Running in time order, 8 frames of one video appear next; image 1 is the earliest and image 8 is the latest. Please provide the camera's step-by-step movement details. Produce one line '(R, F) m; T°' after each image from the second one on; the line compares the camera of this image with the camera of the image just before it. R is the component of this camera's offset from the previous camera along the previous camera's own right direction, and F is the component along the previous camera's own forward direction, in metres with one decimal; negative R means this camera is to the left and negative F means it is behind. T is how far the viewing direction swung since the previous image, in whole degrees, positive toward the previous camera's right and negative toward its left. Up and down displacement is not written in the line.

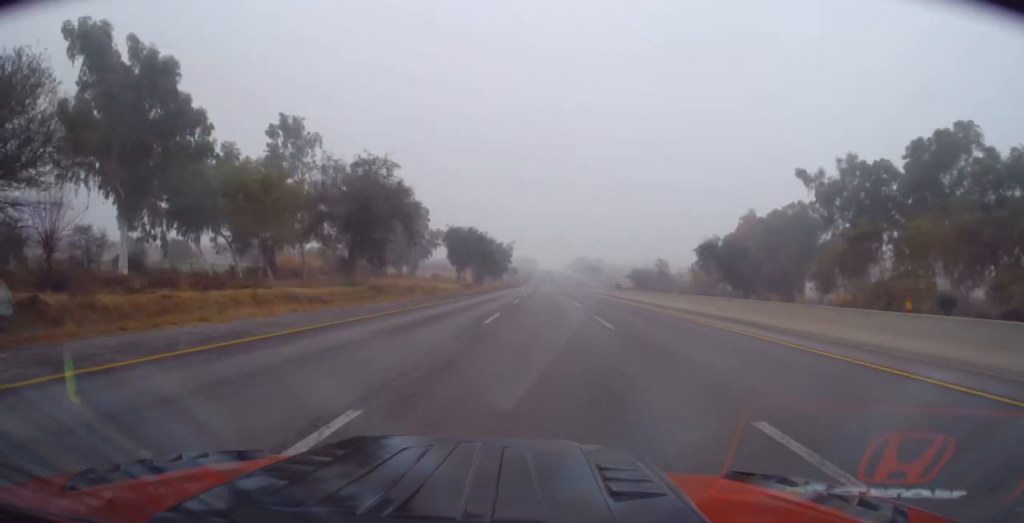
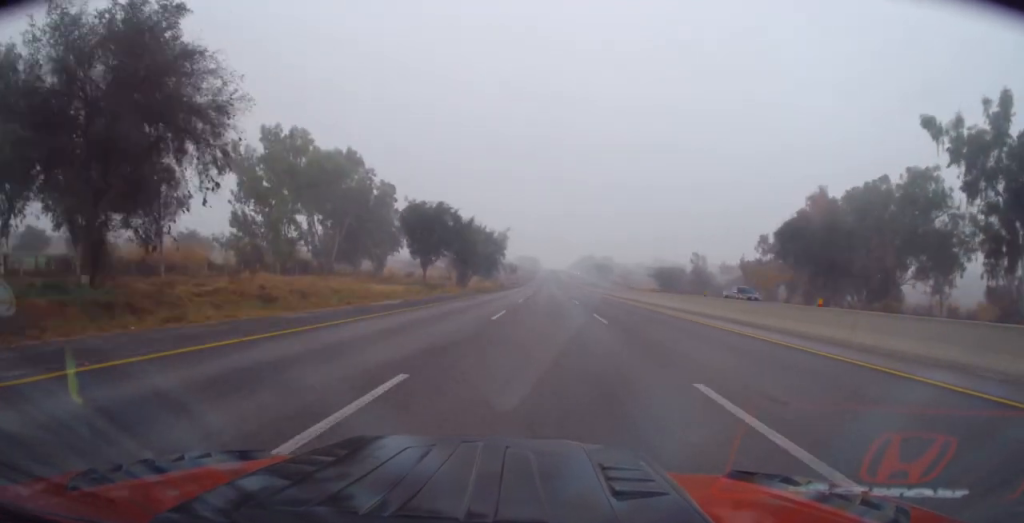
(-0.3, +33.9) m; -1°
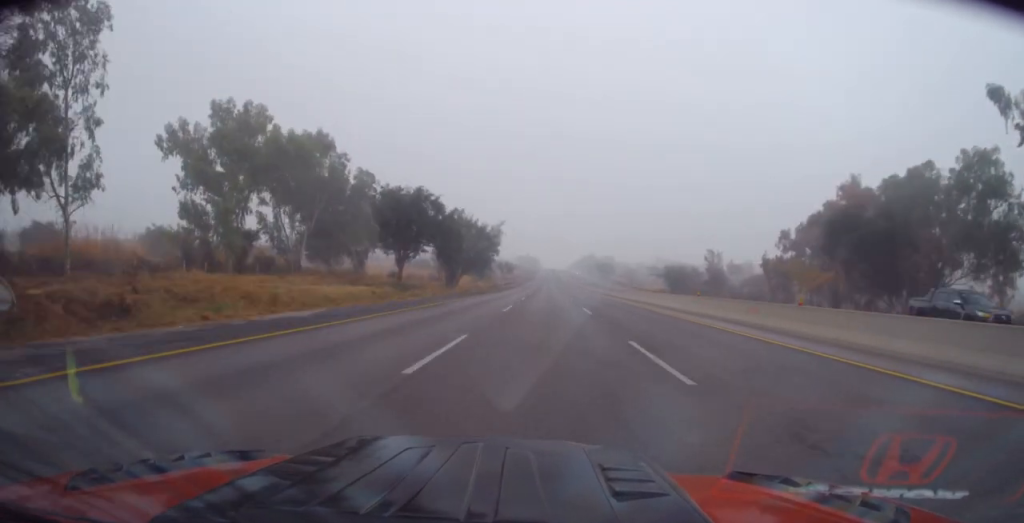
(-0.2, +11.9) m; 0°
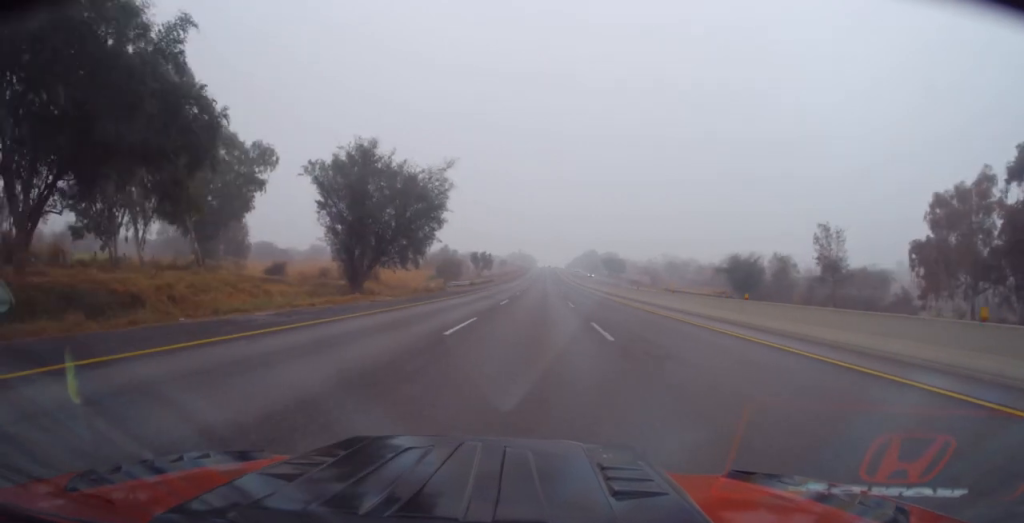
(+1.2, +48.4) m; +1°
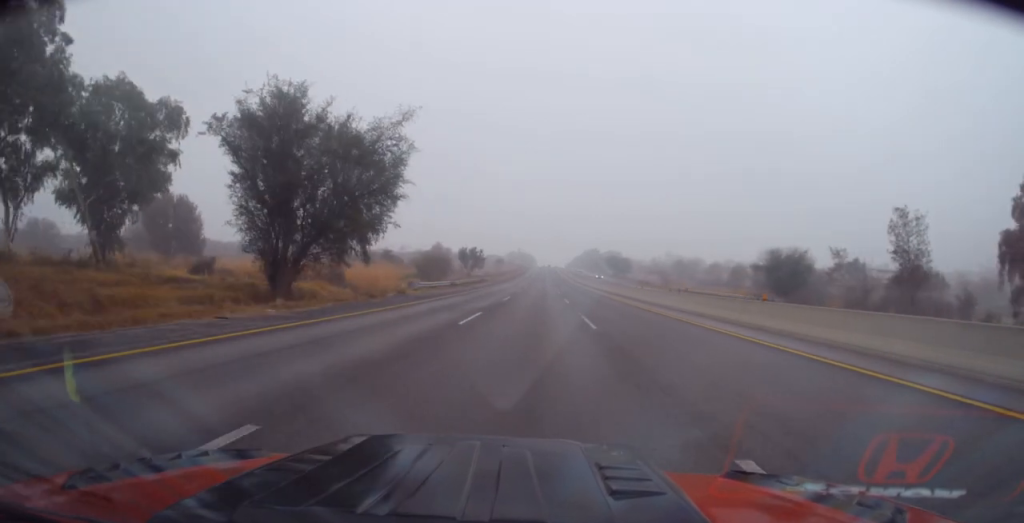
(-0.3, +15.0) m; -1°
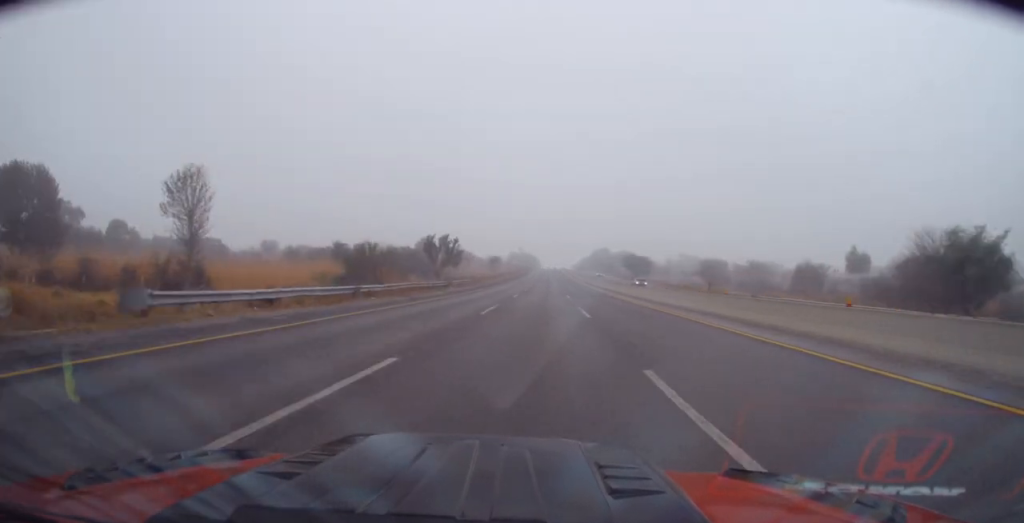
(-0.5, +31.7) m; 0°
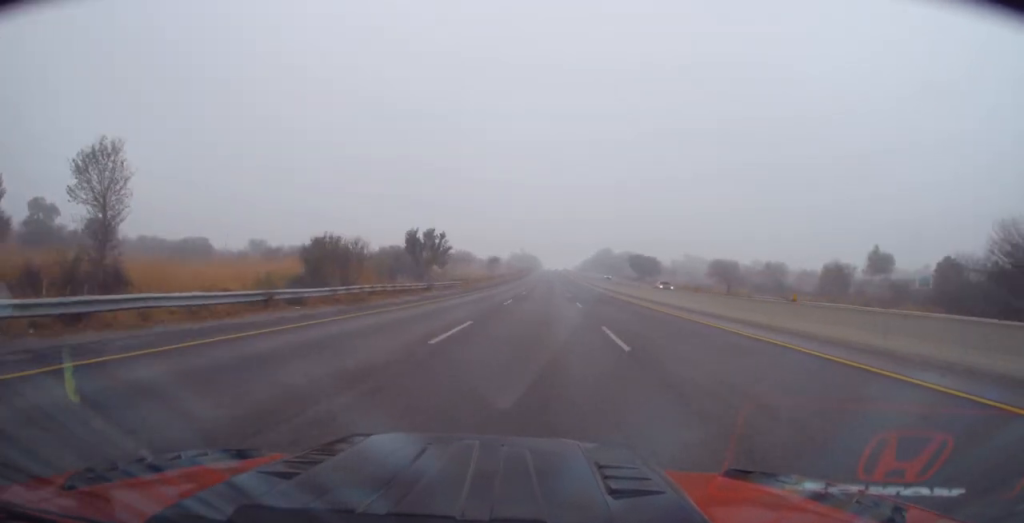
(+0.1, +9.5) m; 0°
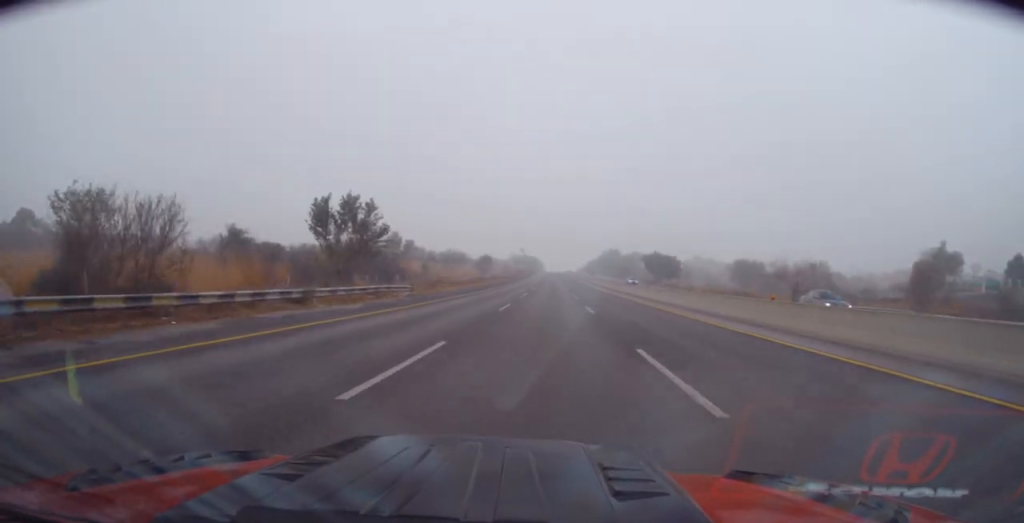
(+0.3, +23.7) m; 0°
